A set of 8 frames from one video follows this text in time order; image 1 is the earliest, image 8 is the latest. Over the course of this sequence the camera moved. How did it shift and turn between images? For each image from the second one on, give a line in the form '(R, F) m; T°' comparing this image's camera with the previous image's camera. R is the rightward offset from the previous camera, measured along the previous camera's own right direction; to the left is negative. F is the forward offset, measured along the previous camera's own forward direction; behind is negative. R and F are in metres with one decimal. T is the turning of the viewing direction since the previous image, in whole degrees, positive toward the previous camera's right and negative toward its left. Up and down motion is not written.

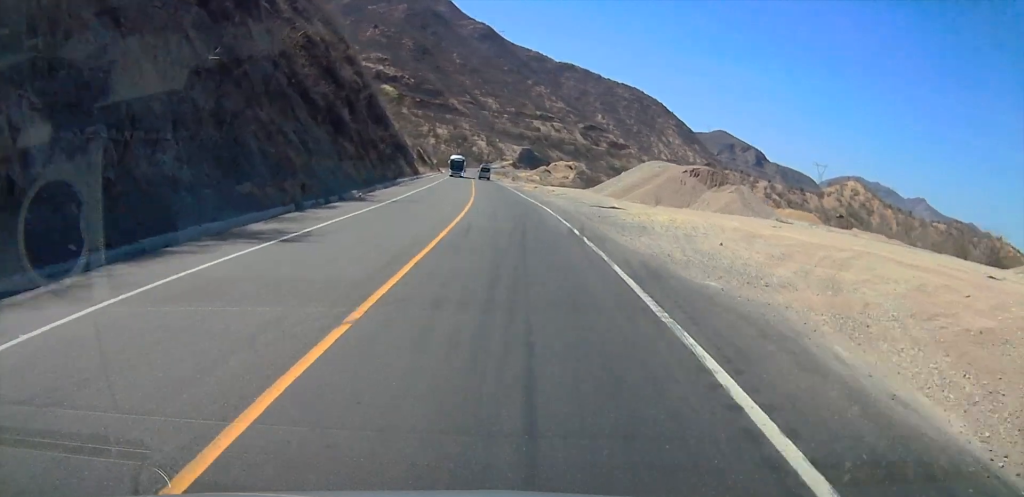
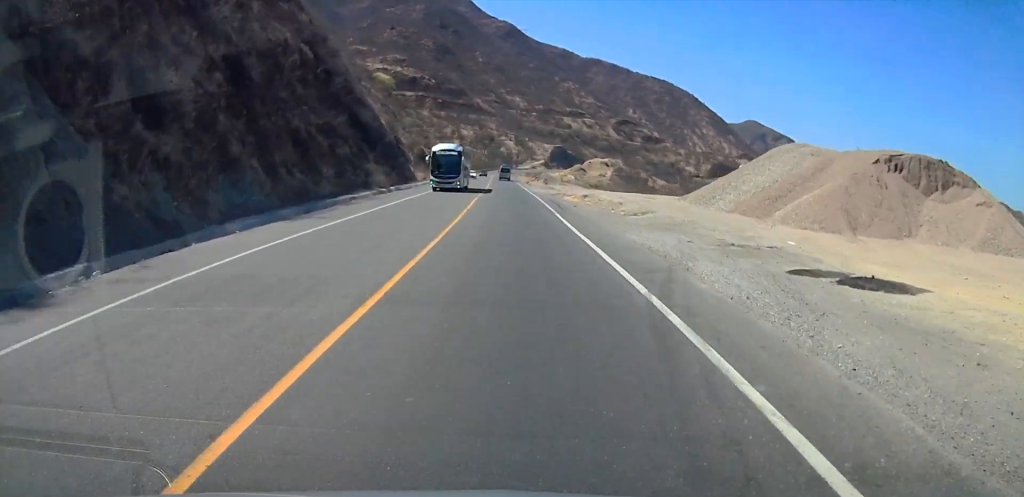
(-1.1, +30.2) m; -4°
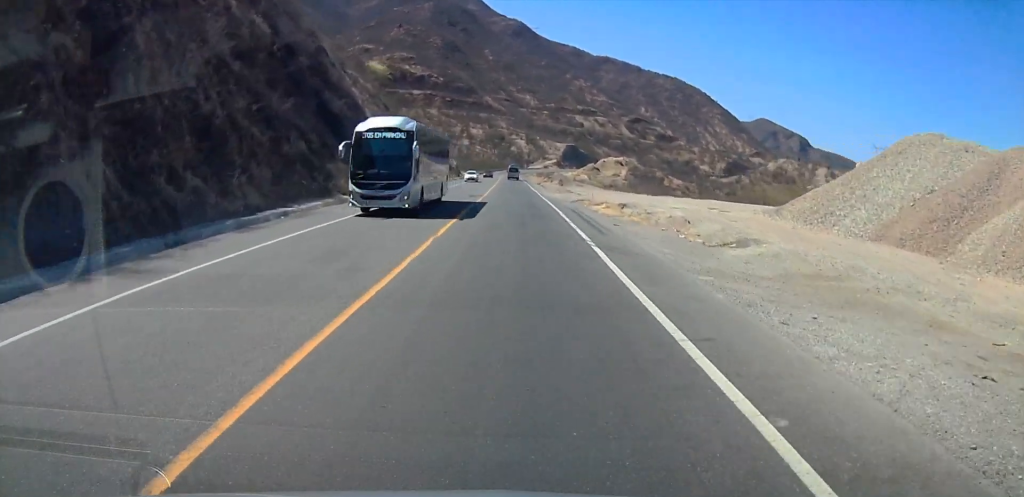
(-0.2, +13.5) m; -1°
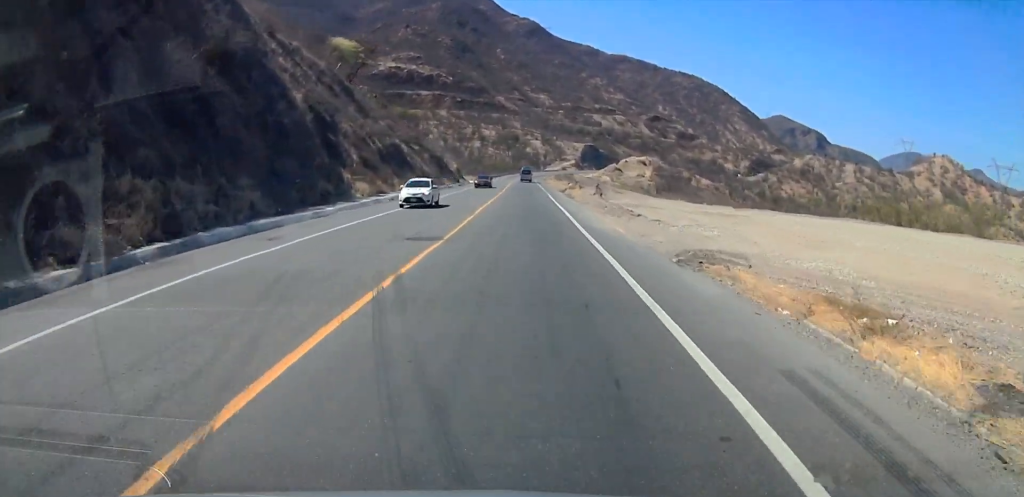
(-0.3, +26.9) m; 0°
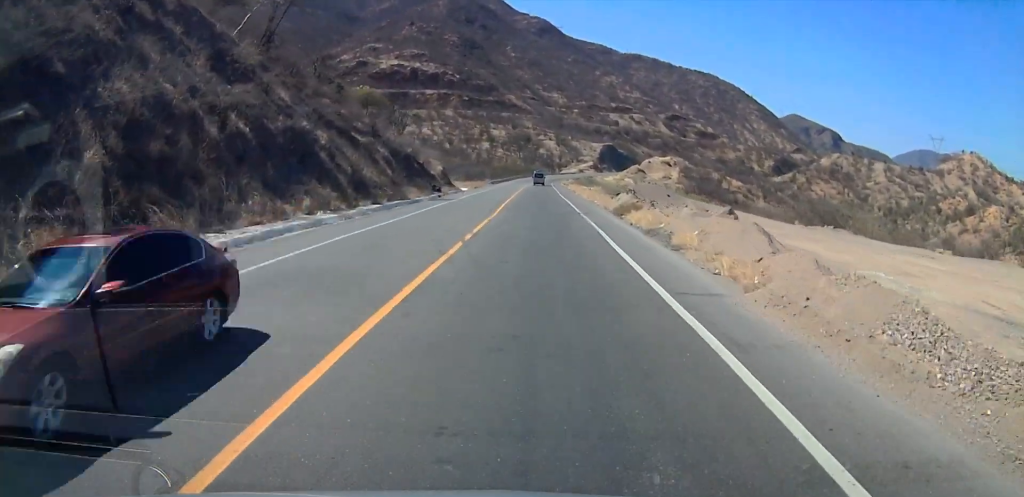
(+0.4, +32.7) m; 0°
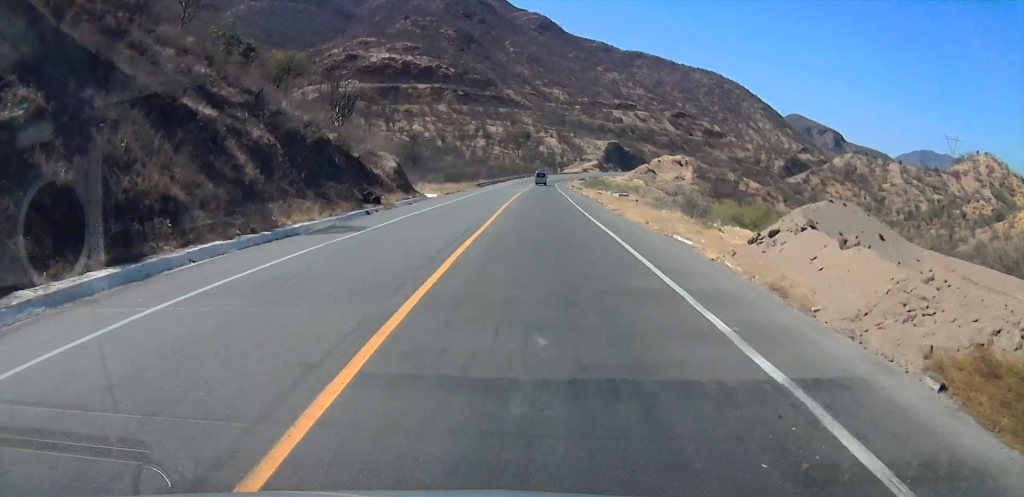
(-0.6, +26.7) m; 0°
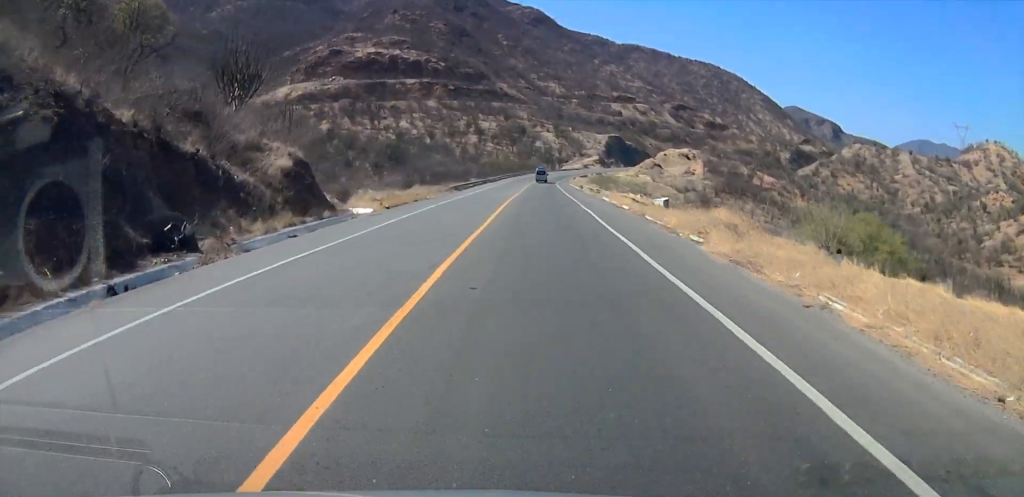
(+0.5, +22.6) m; 0°
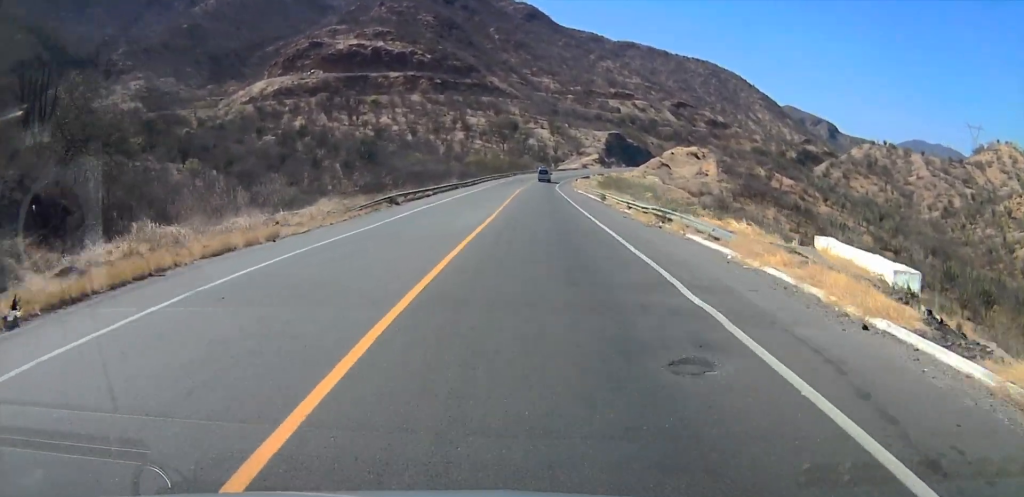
(-0.5, +27.6) m; 0°
